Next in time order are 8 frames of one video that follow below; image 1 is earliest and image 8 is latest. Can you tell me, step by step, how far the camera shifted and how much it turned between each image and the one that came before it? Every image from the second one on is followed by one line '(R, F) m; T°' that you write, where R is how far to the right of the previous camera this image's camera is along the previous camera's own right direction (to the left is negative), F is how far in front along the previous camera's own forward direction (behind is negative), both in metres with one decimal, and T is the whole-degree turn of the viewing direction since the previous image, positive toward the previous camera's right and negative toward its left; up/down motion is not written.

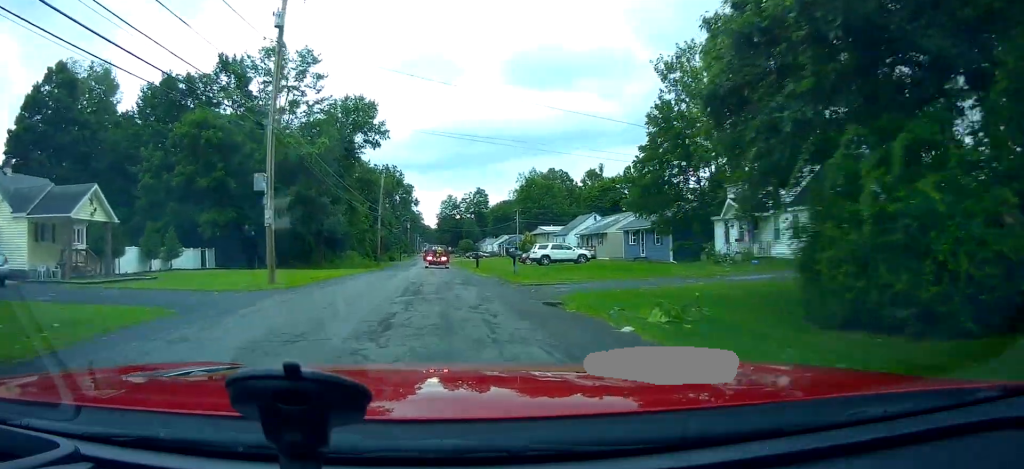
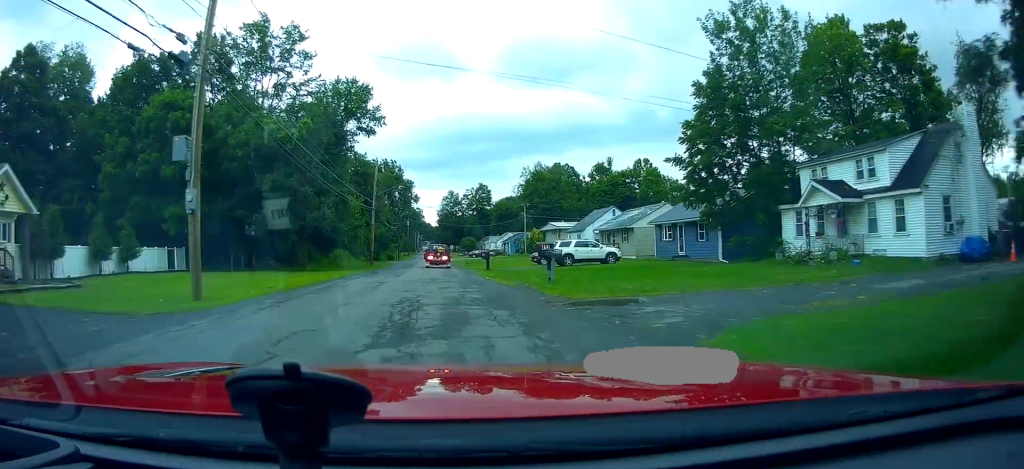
(-0.4, +7.4) m; +1°
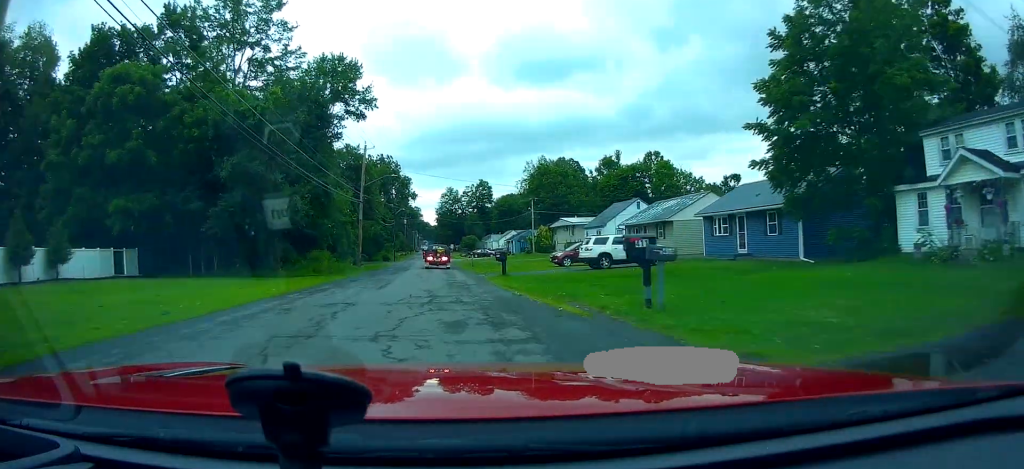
(0.0, +8.5) m; 0°
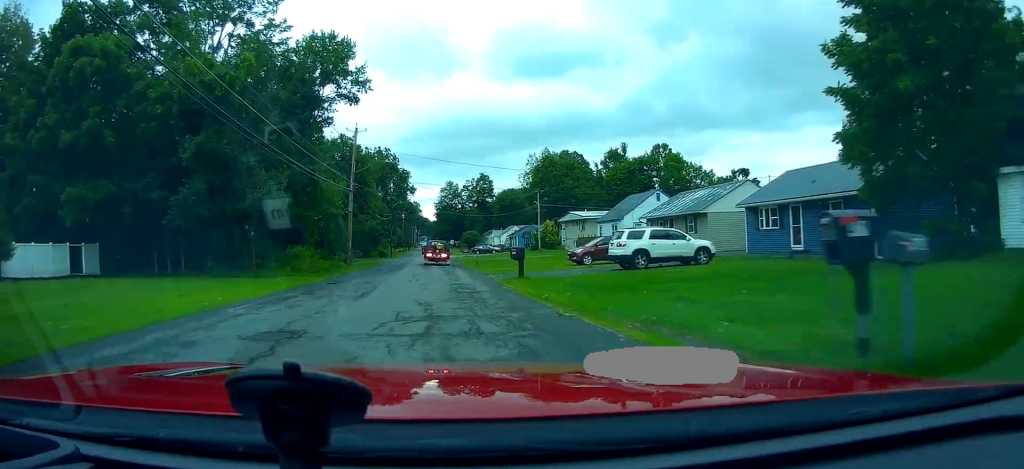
(+0.4, +5.4) m; 0°
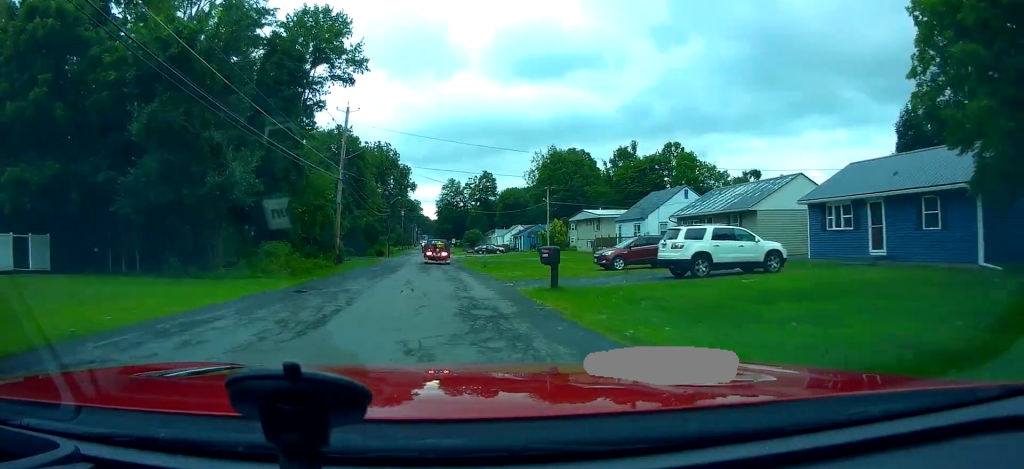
(-0.1, +5.5) m; -1°
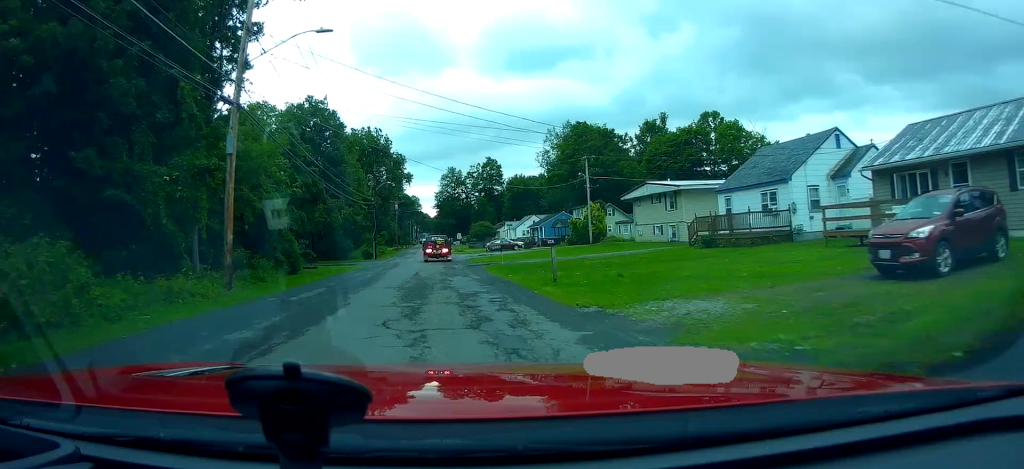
(-1.0, +18.3) m; -2°
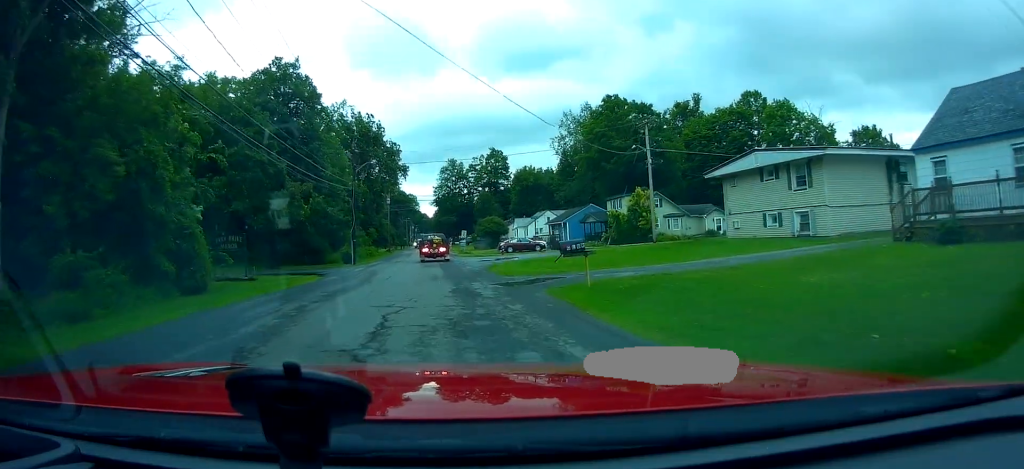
(+0.2, +14.0) m; +2°
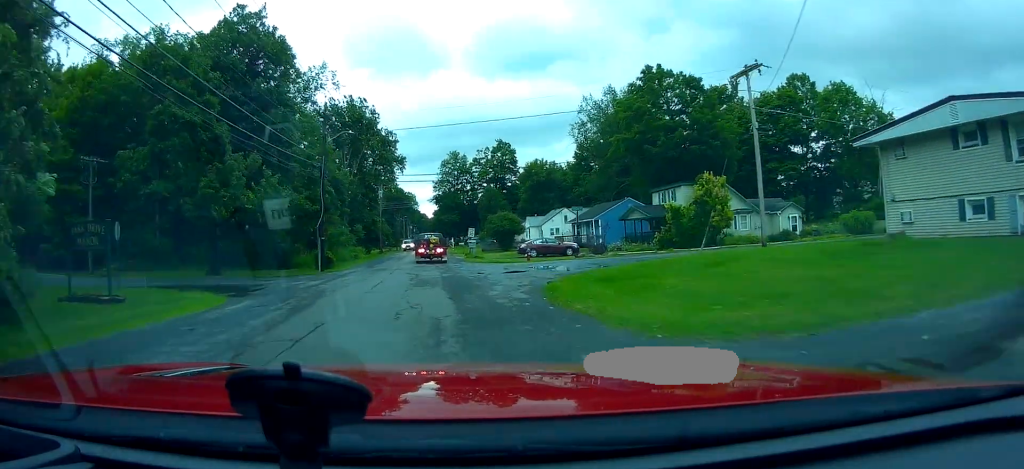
(+0.1, +11.0) m; 0°
